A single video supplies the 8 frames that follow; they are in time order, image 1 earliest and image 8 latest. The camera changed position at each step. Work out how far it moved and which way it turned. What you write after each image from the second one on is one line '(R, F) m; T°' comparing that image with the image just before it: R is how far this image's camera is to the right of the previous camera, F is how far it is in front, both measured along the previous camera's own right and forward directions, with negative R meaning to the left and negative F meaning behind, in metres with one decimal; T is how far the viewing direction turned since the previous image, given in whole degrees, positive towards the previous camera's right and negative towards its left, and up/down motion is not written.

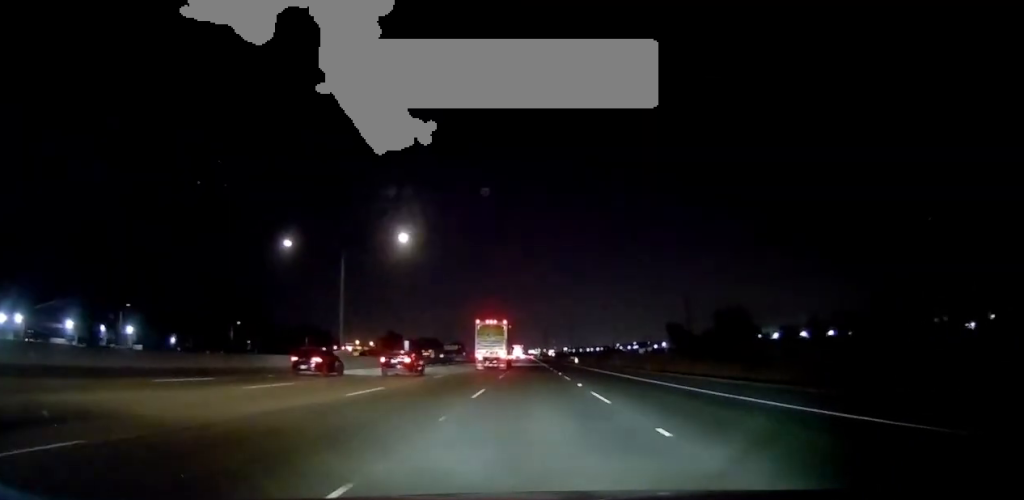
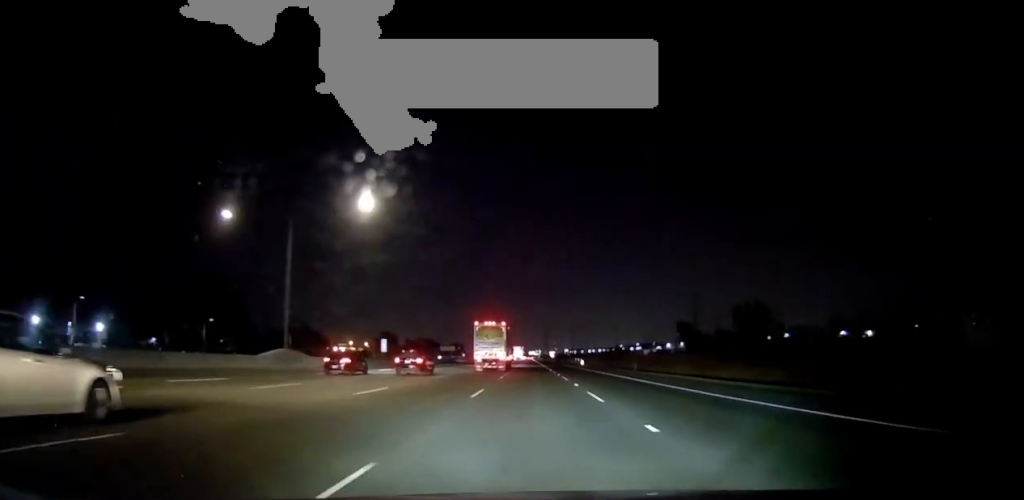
(0.0, +13.7) m; 0°
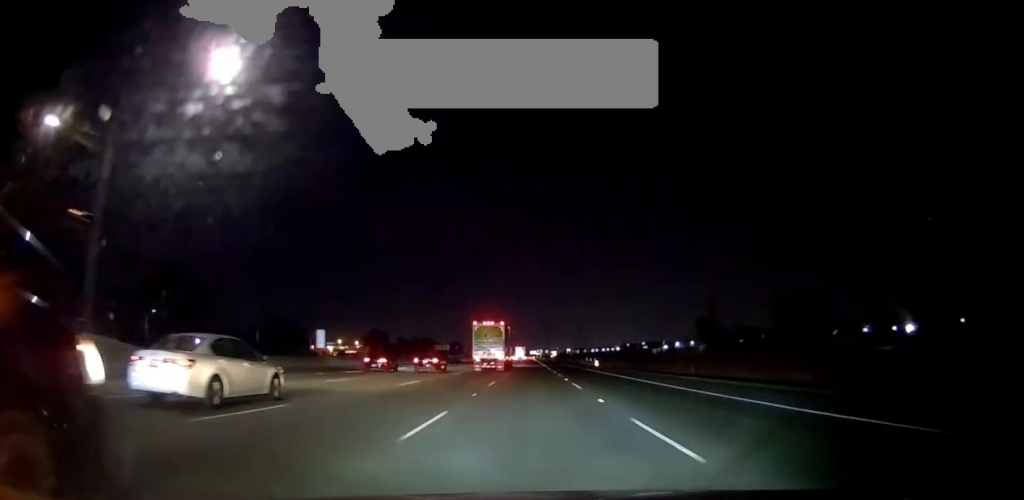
(+0.3, +23.7) m; 0°
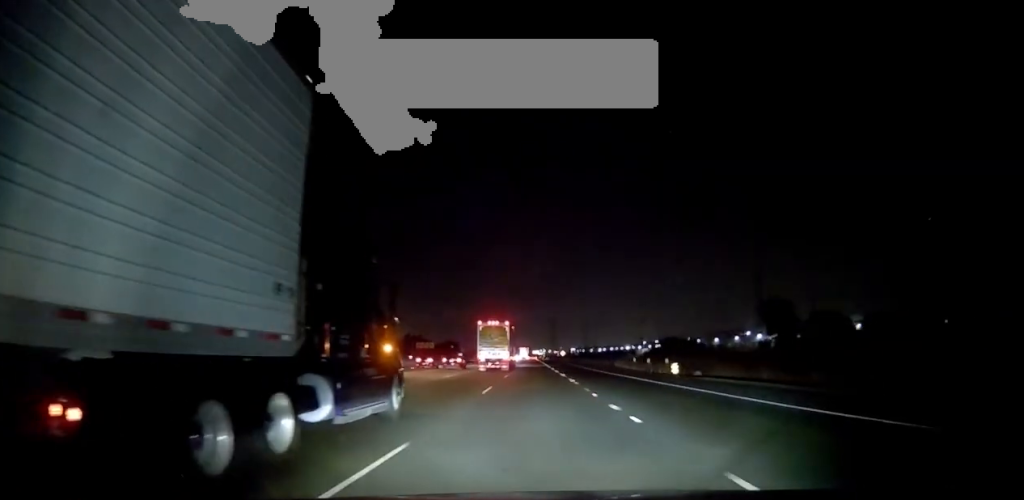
(-0.6, +48.4) m; -1°
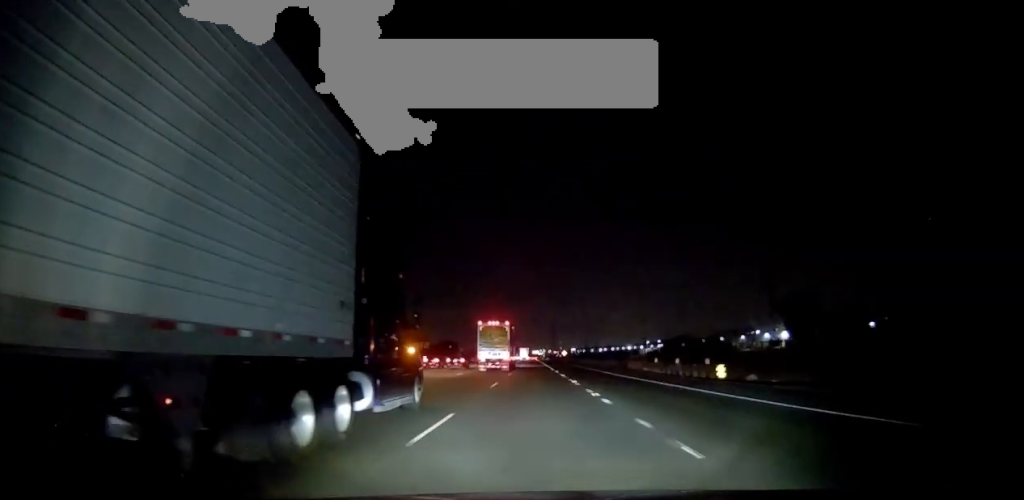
(0.0, +10.4) m; 0°
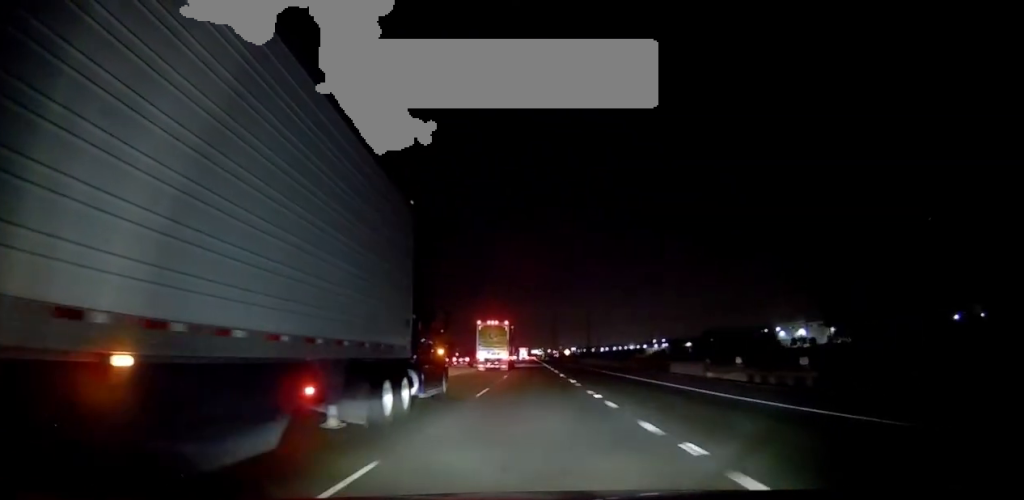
(0.0, +20.9) m; 0°
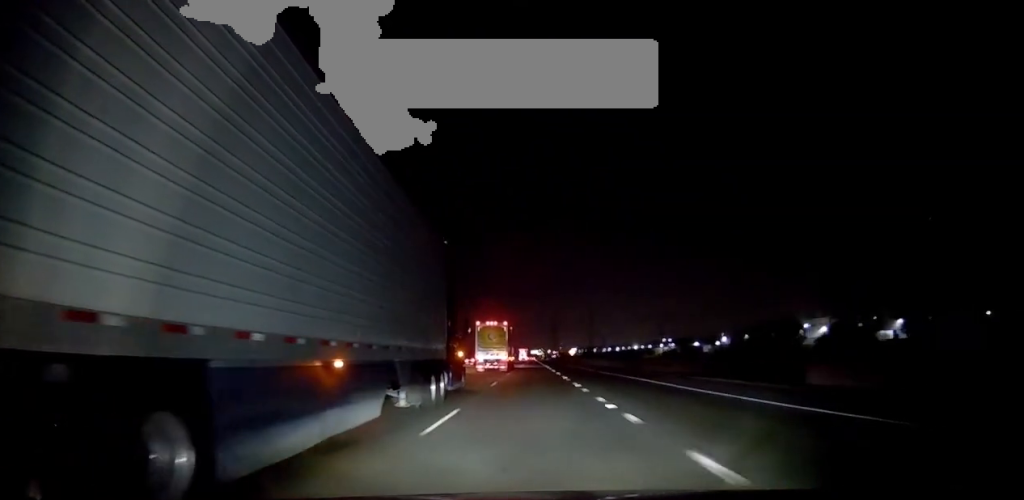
(0.0, +22.5) m; 0°
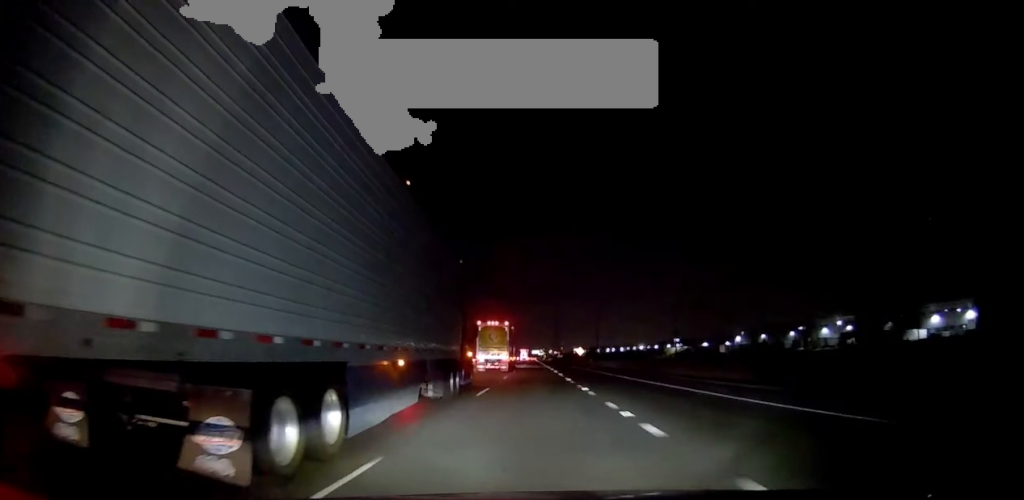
(0.0, +21.0) m; 0°
